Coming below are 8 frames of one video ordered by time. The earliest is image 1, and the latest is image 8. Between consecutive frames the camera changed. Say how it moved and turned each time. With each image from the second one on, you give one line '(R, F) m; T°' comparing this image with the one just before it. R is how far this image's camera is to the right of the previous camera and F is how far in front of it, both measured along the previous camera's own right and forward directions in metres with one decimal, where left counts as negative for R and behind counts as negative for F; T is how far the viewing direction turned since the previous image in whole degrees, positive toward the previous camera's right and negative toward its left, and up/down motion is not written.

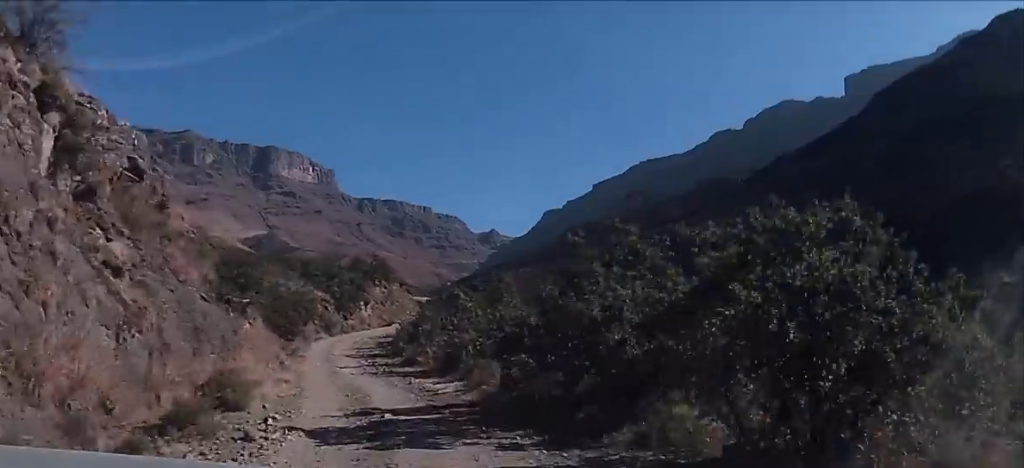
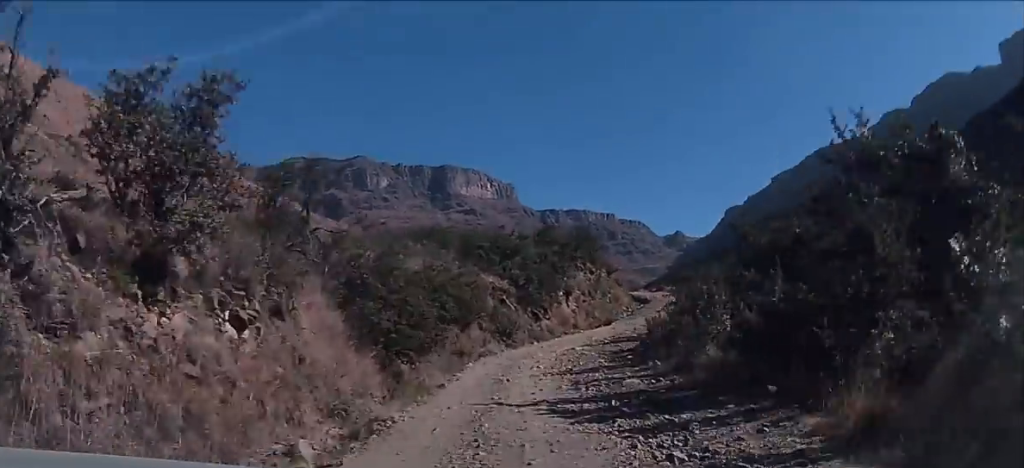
(-2.4, +24.8) m; -1°
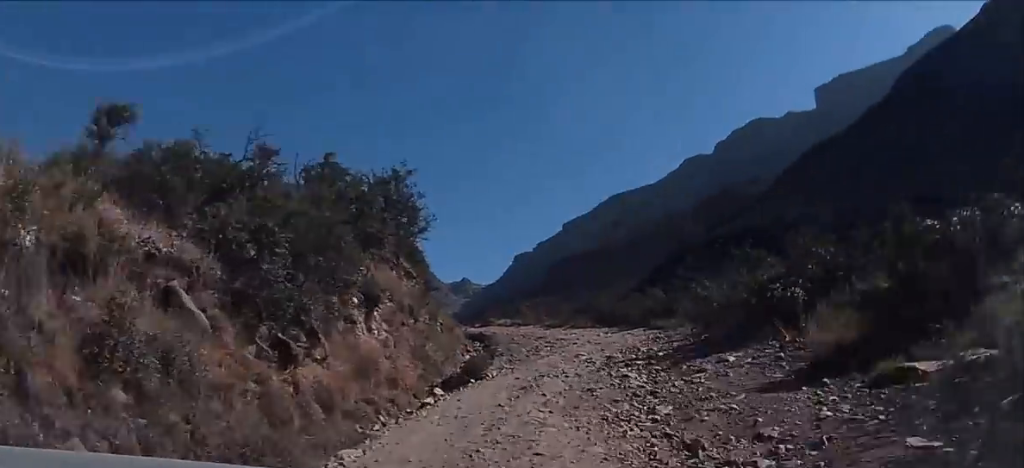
(+3.2, +29.5) m; +17°
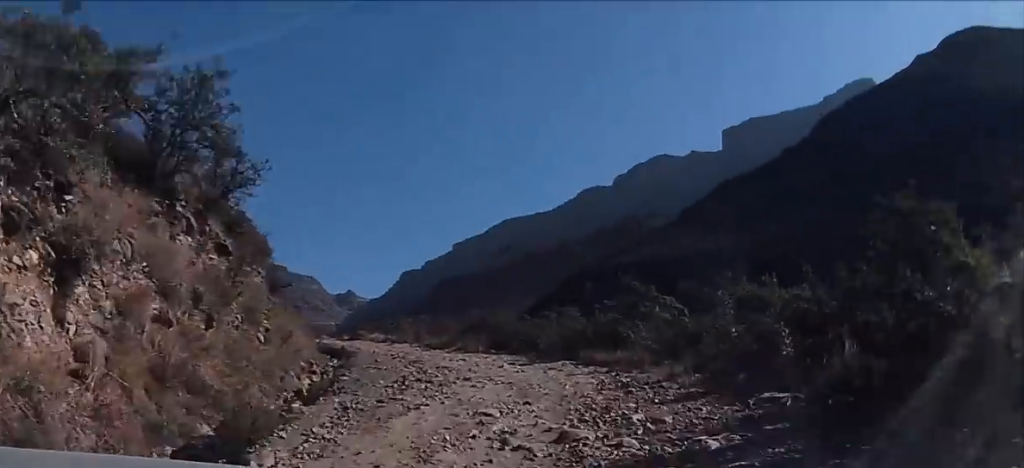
(+2.7, +12.1) m; +4°
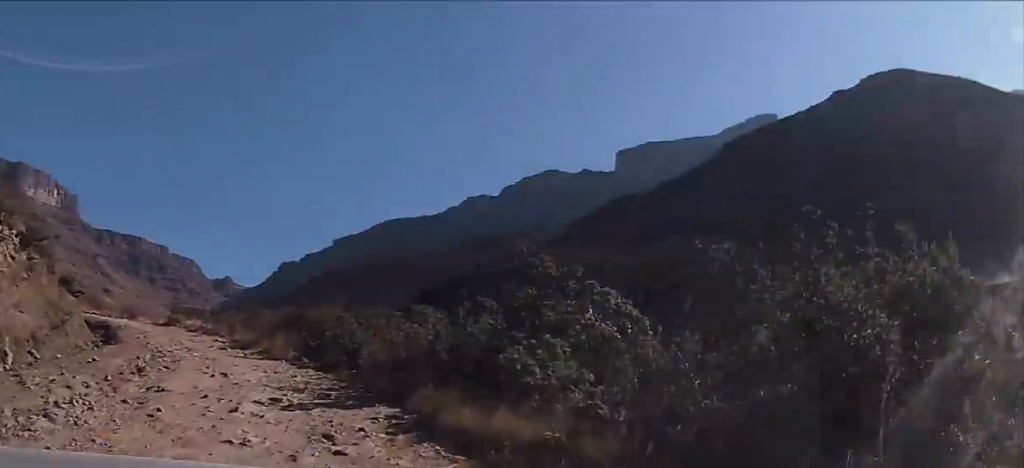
(+0.8, +15.6) m; -2°
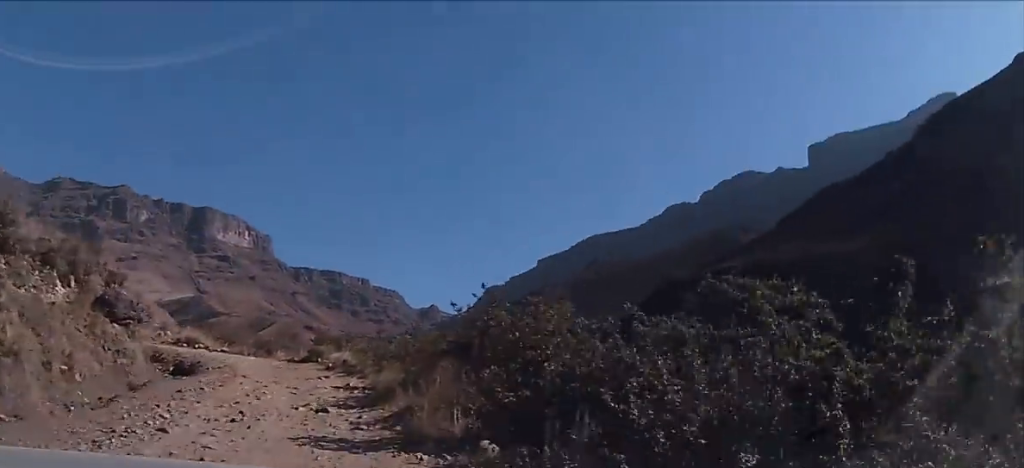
(-1.8, +18.4) m; -13°
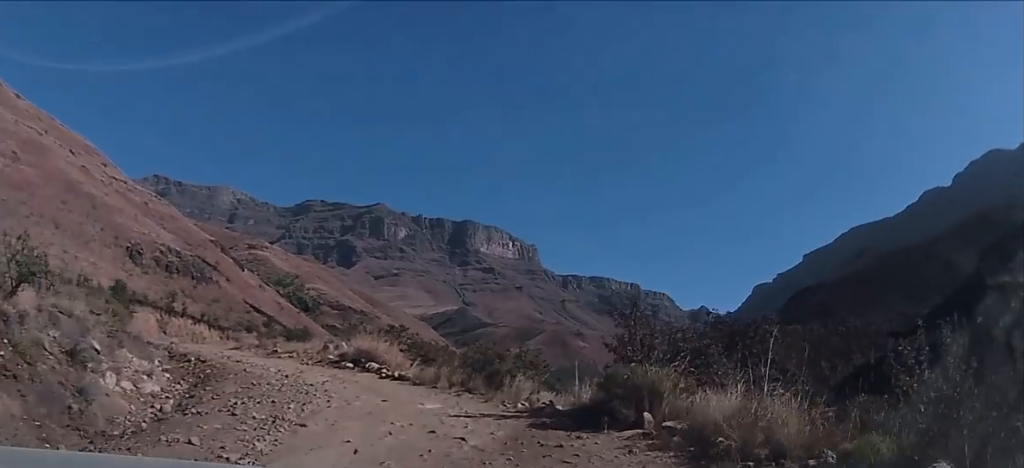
(-4.5, +24.1) m; -20°
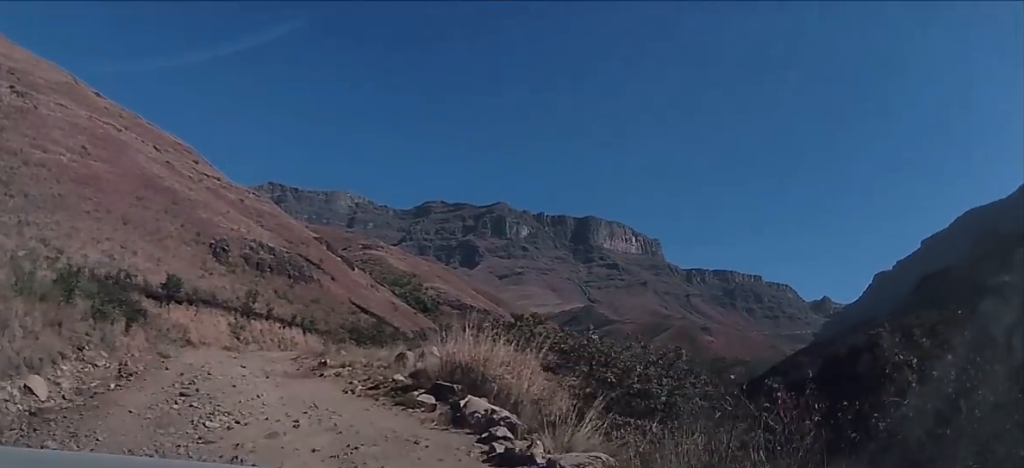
(-1.7, +15.7) m; -13°
